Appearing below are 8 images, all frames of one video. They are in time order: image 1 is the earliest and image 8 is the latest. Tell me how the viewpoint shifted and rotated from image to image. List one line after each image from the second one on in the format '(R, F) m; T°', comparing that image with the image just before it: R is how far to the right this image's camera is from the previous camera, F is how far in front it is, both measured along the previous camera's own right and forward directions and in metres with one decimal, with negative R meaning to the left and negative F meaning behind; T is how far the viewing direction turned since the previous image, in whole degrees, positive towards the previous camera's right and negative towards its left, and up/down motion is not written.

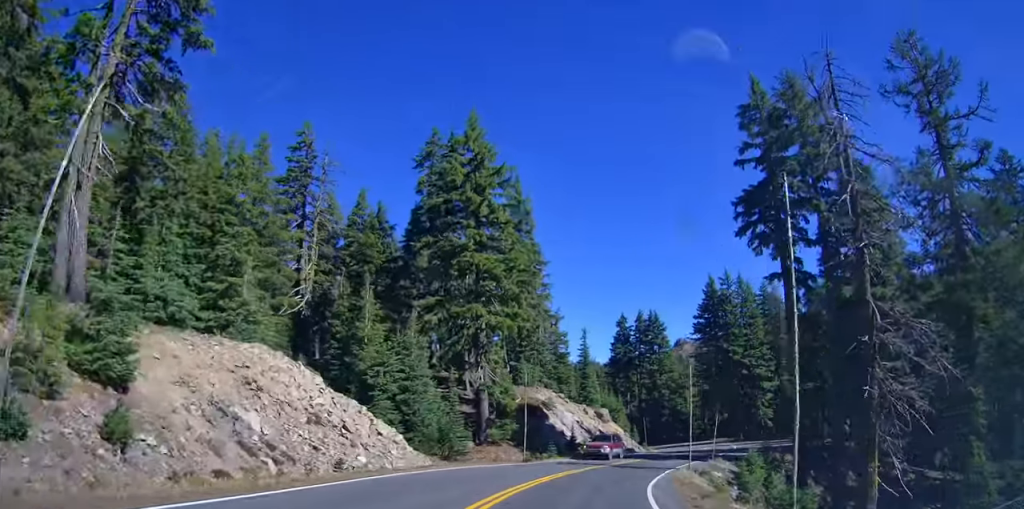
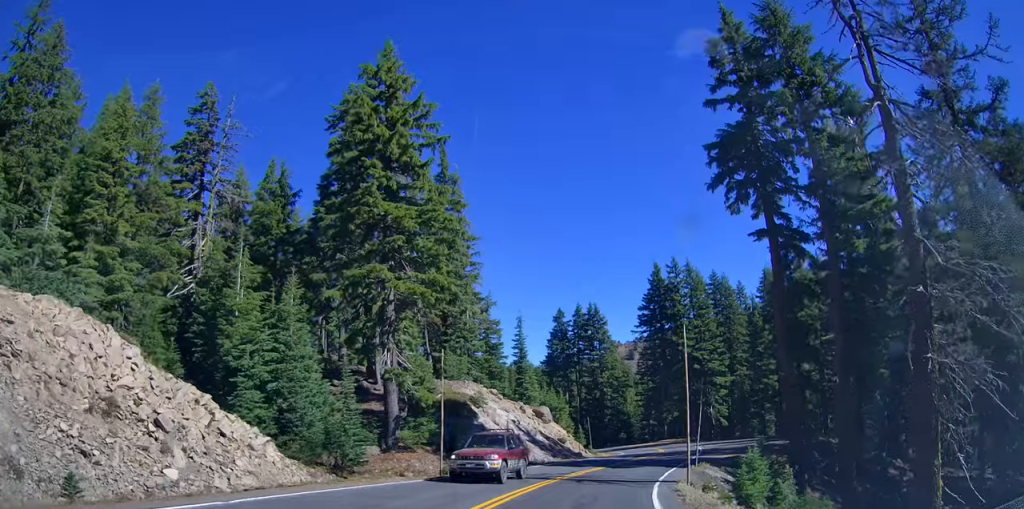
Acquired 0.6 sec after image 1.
(0.0, +8.8) m; +5°
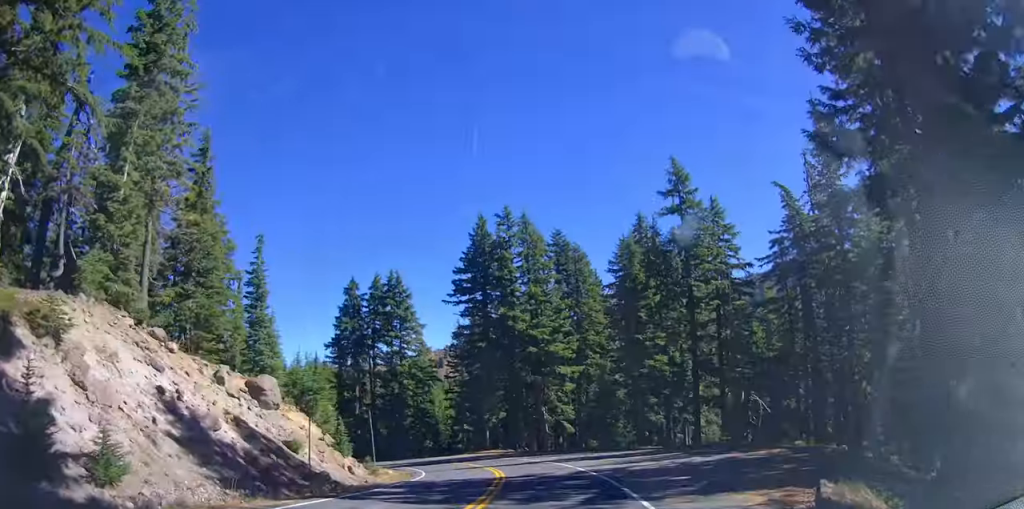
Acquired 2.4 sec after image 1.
(+4.4, +25.8) m; +15°
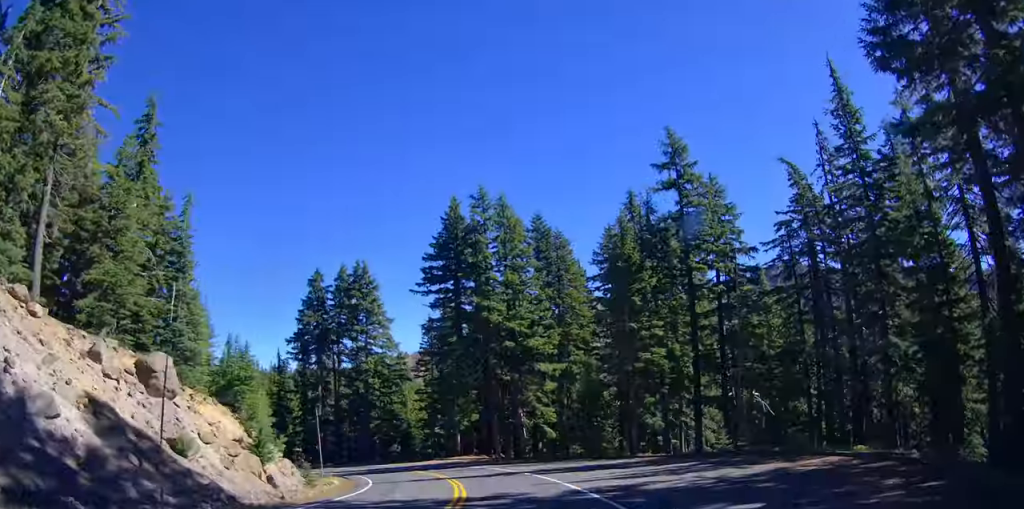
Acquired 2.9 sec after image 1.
(-0.1, +7.5) m; +1°
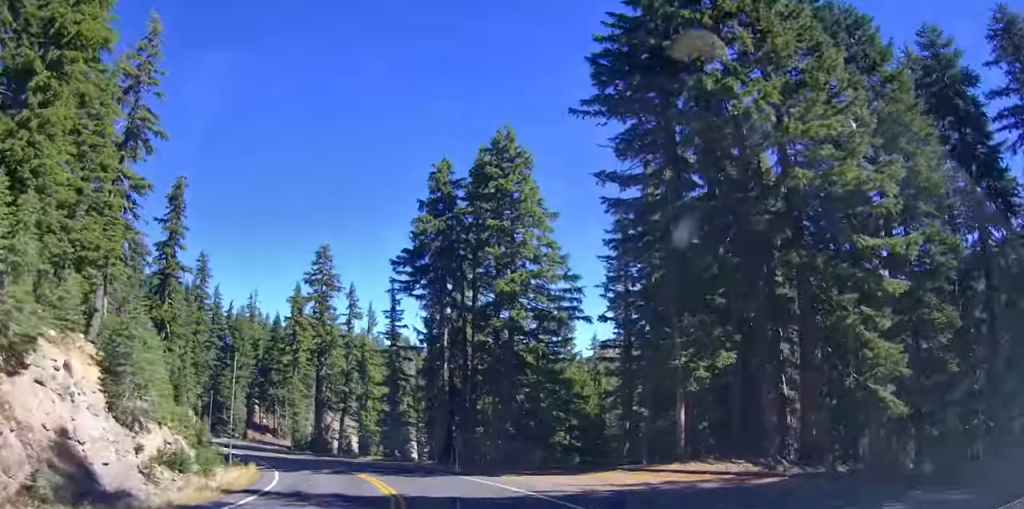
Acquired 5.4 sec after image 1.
(+0.8, +36.4) m; -7°
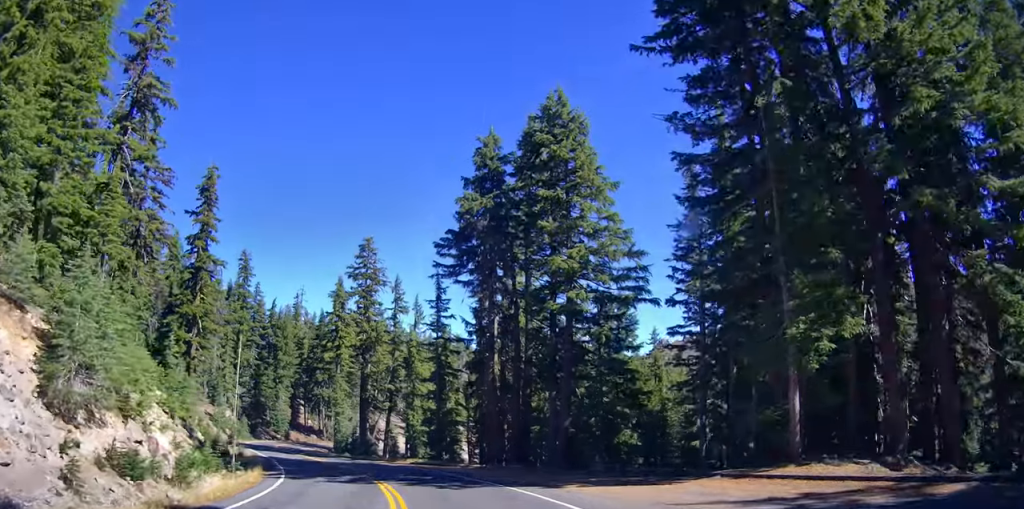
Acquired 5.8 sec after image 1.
(-0.4, +5.3) m; -5°
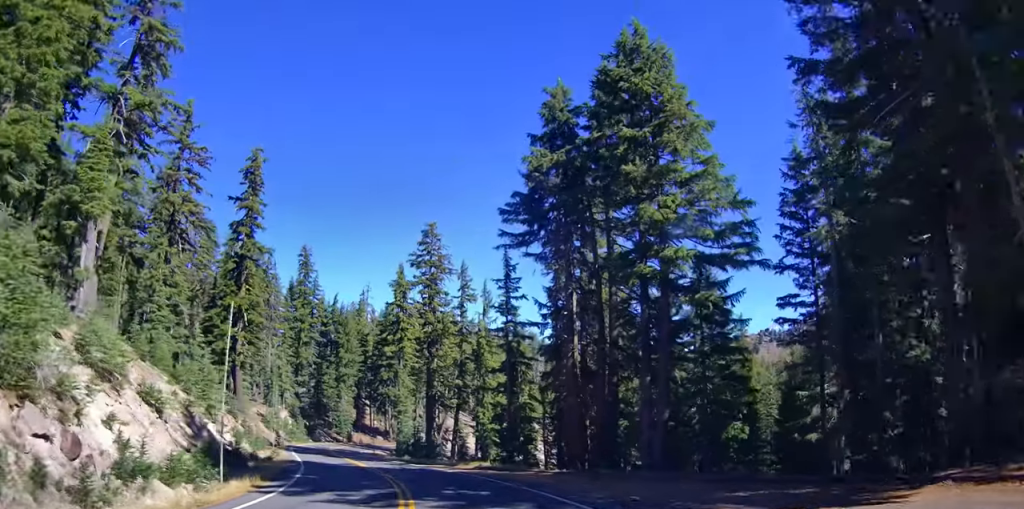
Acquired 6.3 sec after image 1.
(-0.3, +6.9) m; -6°
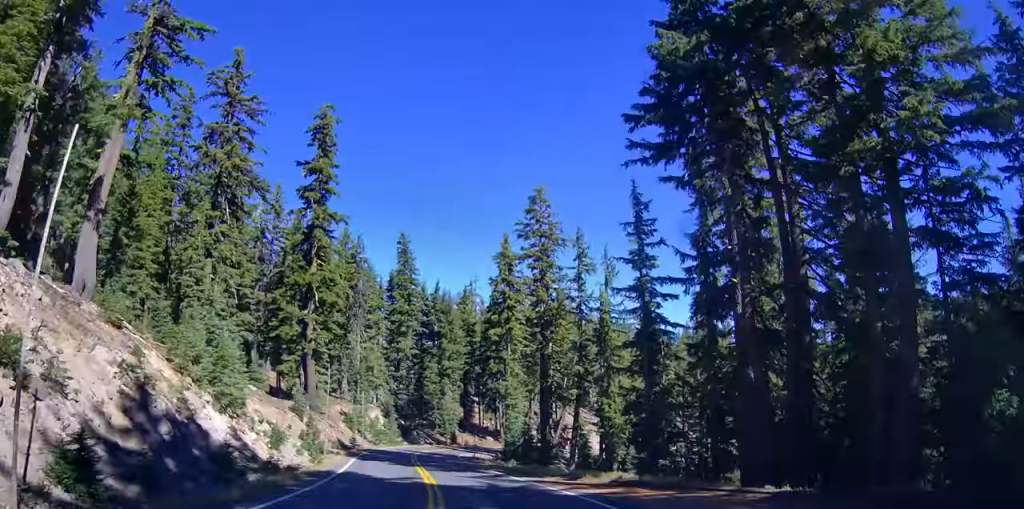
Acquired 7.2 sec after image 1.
(-0.9, +11.1) m; -7°
